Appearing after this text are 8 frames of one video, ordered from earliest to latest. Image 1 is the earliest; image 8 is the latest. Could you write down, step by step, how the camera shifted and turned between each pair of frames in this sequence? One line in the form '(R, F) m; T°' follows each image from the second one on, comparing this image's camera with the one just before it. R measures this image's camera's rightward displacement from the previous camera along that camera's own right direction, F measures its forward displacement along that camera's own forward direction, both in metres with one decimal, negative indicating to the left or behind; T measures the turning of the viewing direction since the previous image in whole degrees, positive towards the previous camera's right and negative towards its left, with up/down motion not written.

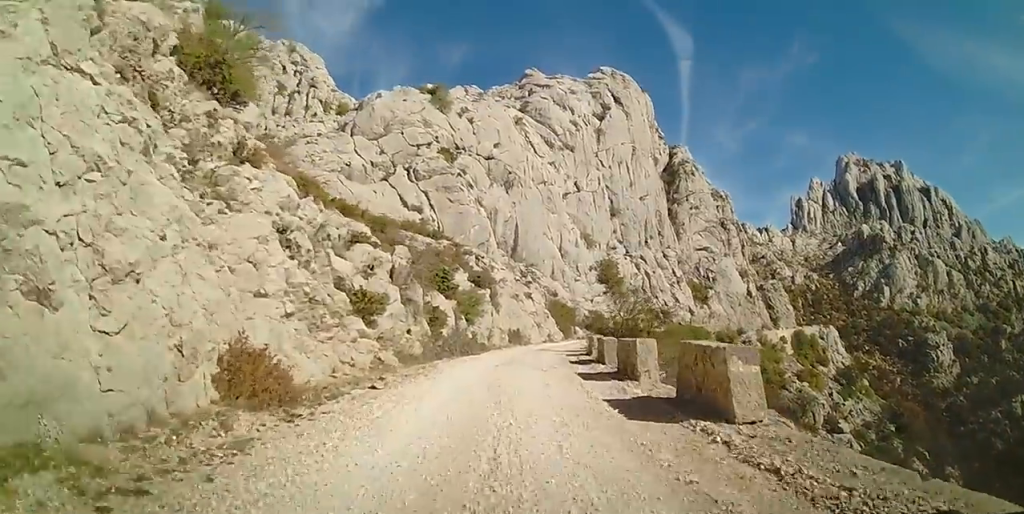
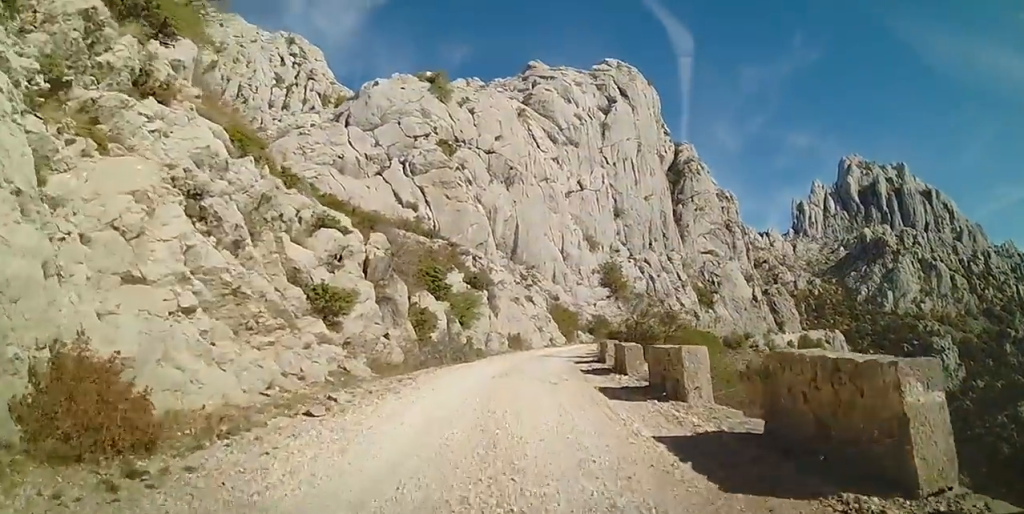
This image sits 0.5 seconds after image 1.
(+0.1, +3.6) m; +2°
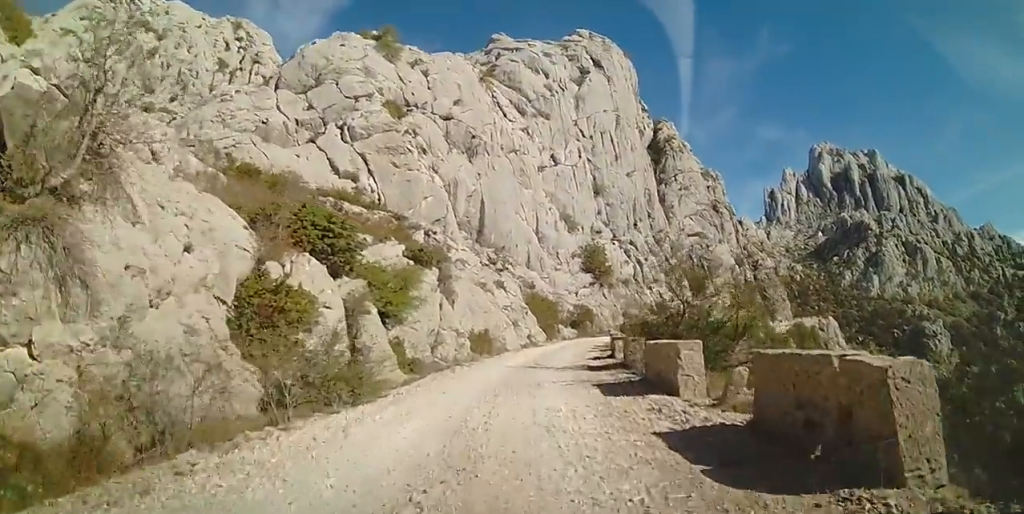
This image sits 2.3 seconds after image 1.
(+0.1, +12.2) m; +1°
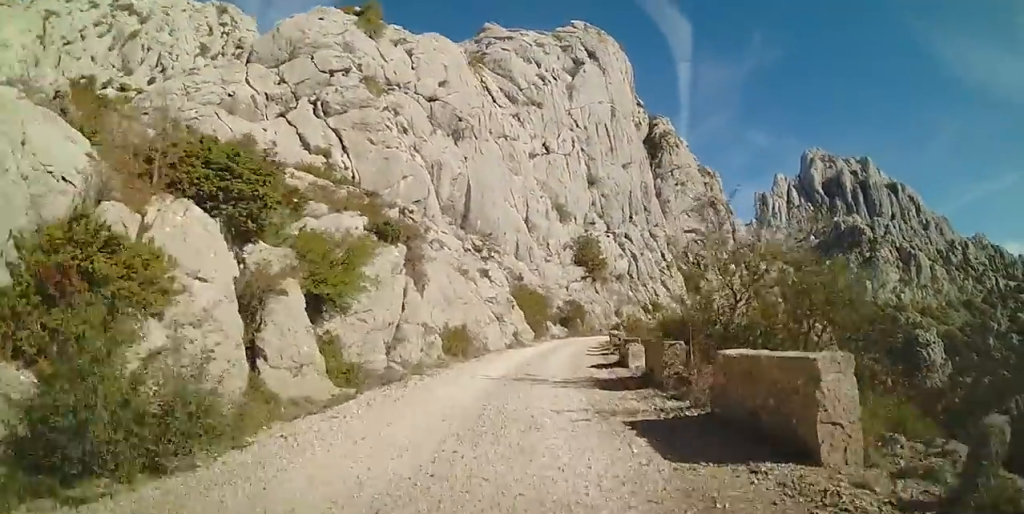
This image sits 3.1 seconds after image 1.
(0.0, +5.0) m; +2°
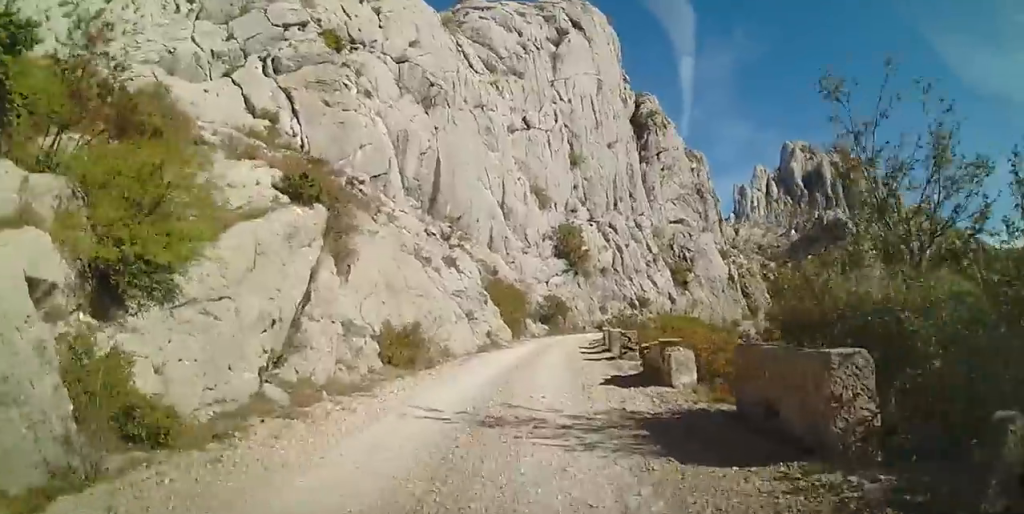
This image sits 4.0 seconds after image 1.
(+0.1, +6.4) m; +5°
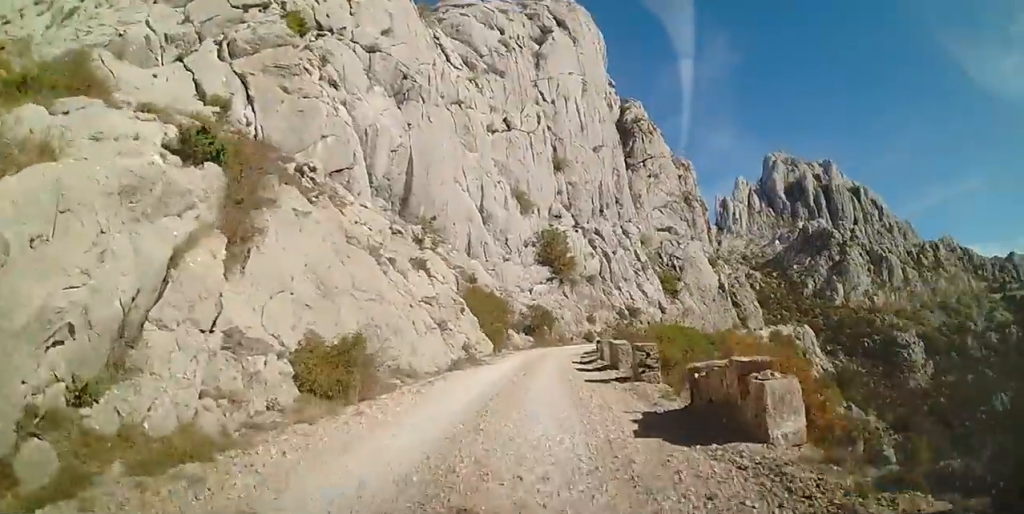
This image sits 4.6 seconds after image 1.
(+0.3, +4.4) m; +3°
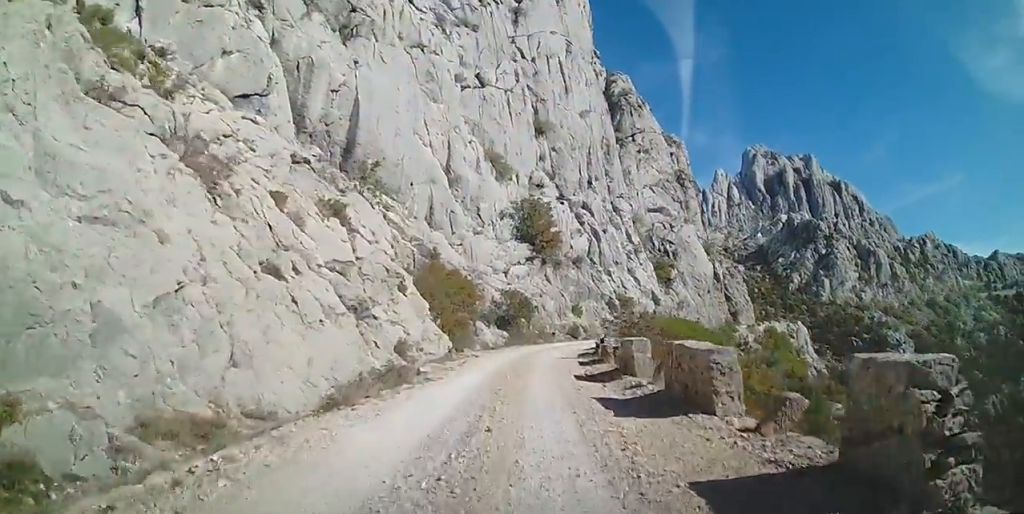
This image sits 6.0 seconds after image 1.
(0.0, +10.5) m; 0°
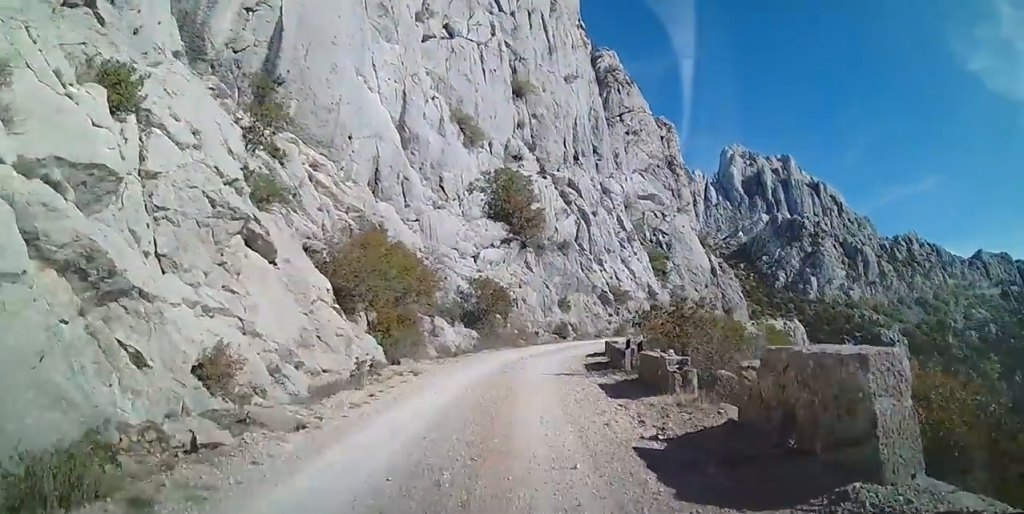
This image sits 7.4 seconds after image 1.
(0.0, +10.3) m; +3°
